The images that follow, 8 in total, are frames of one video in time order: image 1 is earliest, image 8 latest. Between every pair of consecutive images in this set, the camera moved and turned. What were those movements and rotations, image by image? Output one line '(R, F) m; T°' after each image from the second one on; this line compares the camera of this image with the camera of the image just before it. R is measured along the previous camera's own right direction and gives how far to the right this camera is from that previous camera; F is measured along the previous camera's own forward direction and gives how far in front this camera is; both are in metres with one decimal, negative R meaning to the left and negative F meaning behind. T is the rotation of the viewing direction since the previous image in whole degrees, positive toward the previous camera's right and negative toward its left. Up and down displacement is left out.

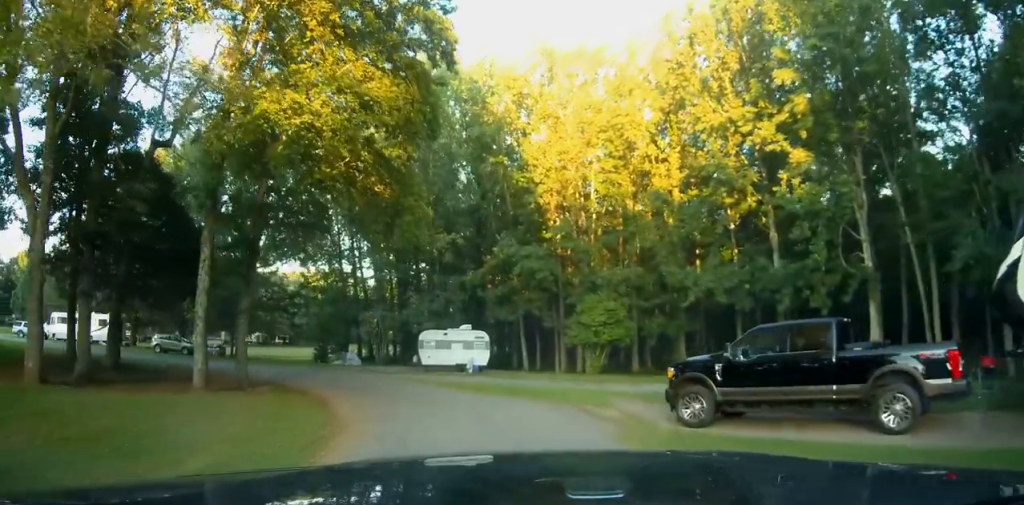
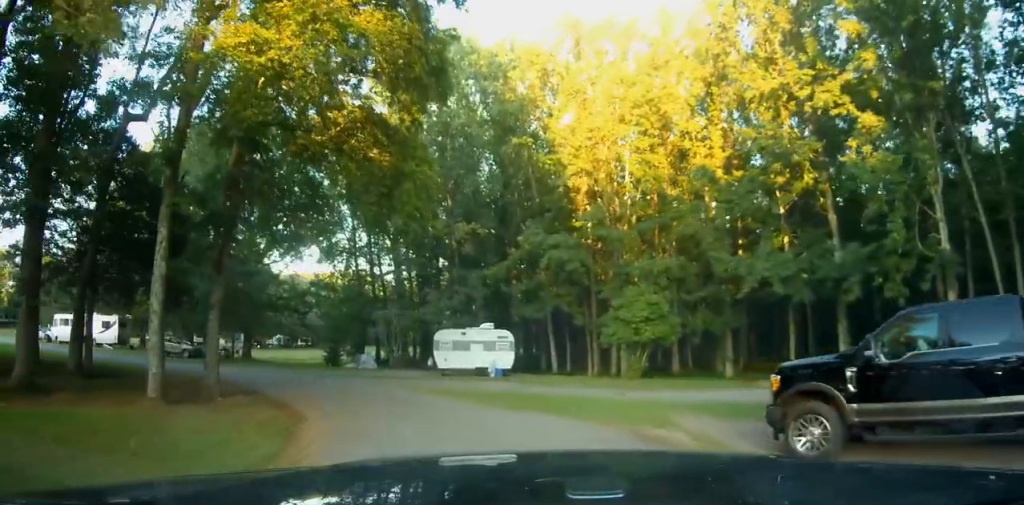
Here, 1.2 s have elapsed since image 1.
(0.0, +3.5) m; -1°
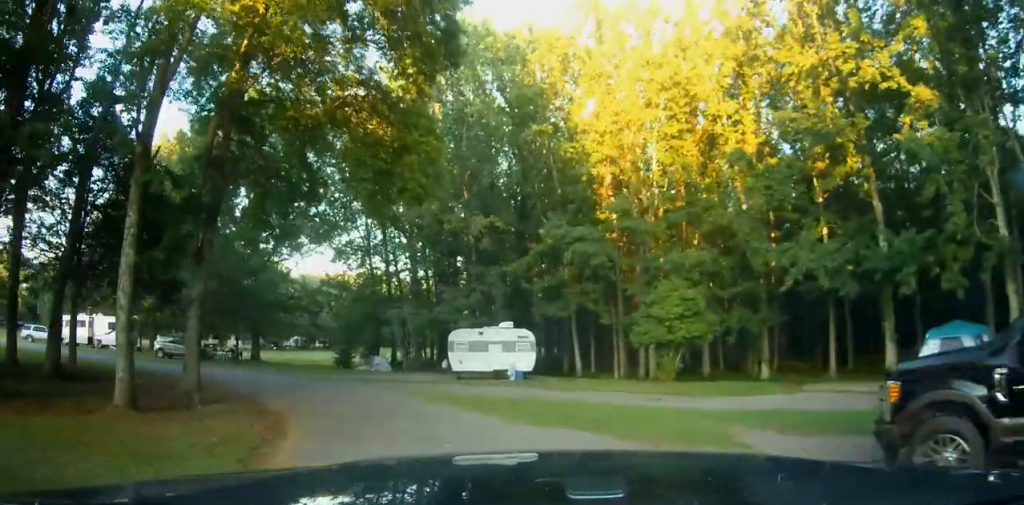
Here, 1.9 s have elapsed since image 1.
(0.0, +2.0) m; -2°
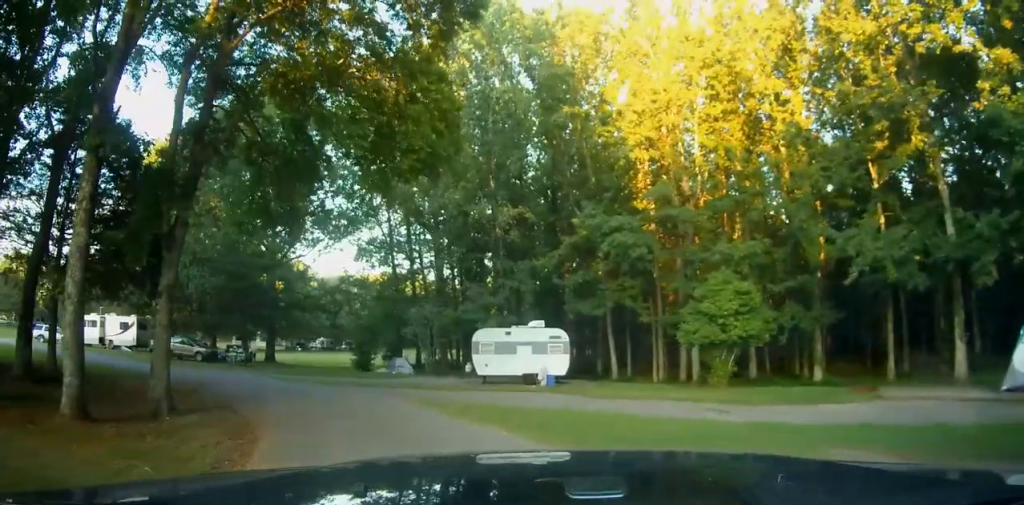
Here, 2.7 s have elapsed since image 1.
(-0.1, +2.5) m; -7°
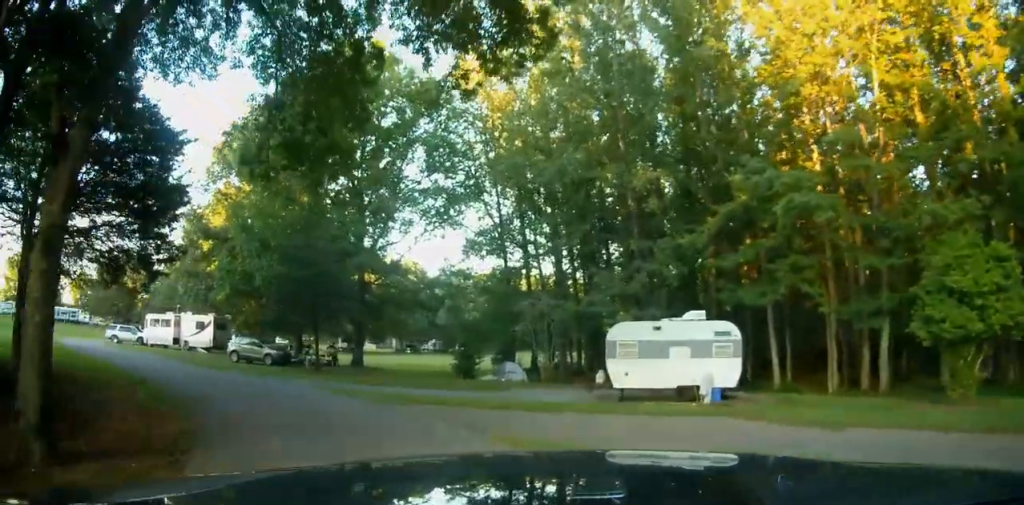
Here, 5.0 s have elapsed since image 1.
(-0.5, +6.7) m; -3°
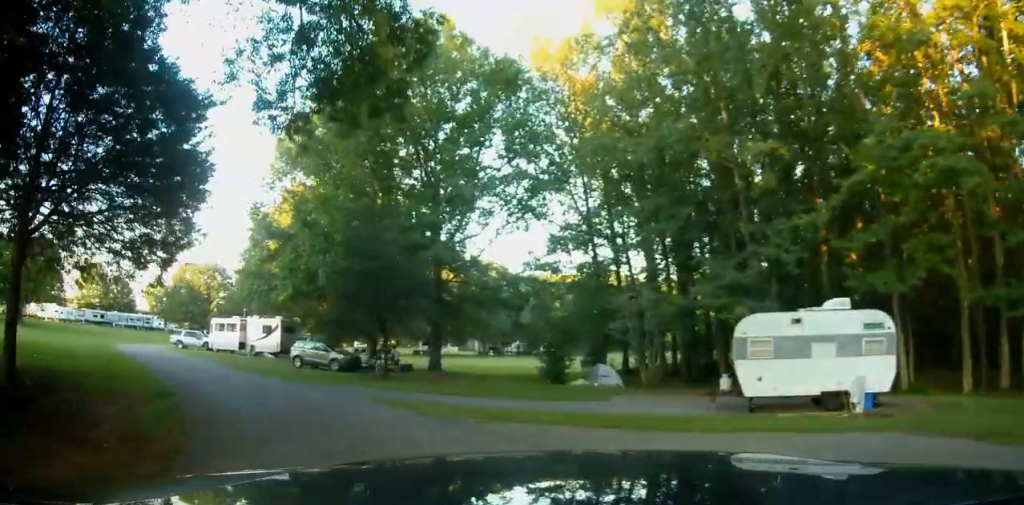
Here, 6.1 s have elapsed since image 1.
(-0.1, +3.4) m; -9°
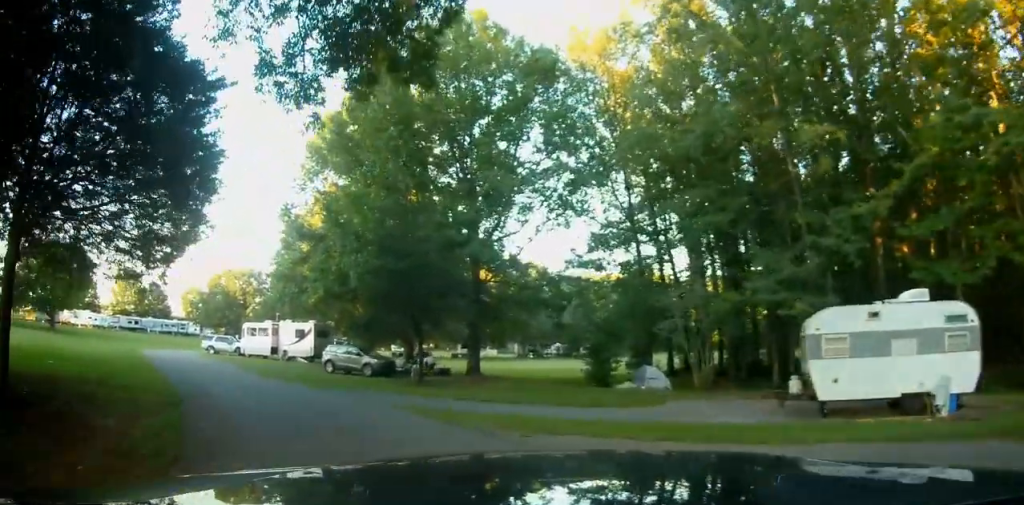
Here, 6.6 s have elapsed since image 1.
(-0.2, +1.5) m; -5°
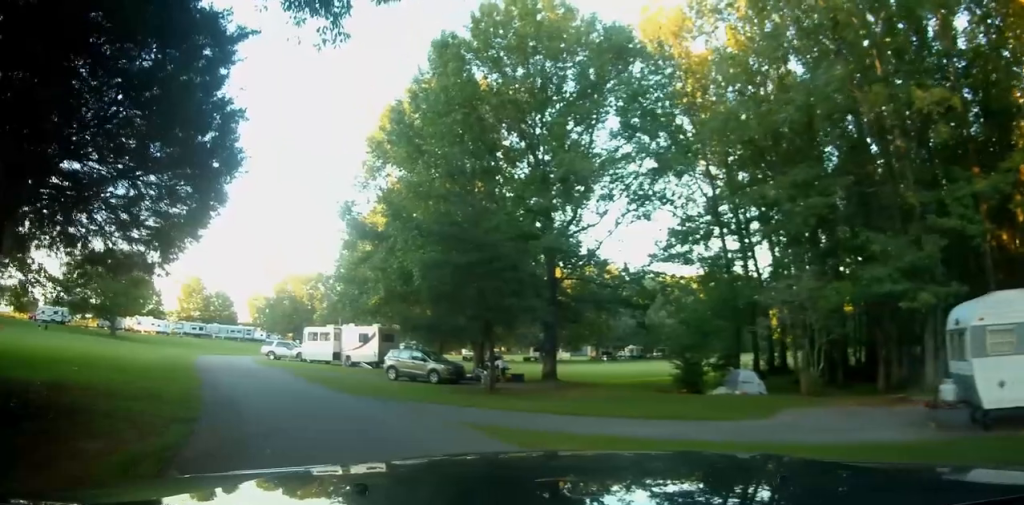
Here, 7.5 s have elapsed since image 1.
(-0.2, +2.6) m; -7°
